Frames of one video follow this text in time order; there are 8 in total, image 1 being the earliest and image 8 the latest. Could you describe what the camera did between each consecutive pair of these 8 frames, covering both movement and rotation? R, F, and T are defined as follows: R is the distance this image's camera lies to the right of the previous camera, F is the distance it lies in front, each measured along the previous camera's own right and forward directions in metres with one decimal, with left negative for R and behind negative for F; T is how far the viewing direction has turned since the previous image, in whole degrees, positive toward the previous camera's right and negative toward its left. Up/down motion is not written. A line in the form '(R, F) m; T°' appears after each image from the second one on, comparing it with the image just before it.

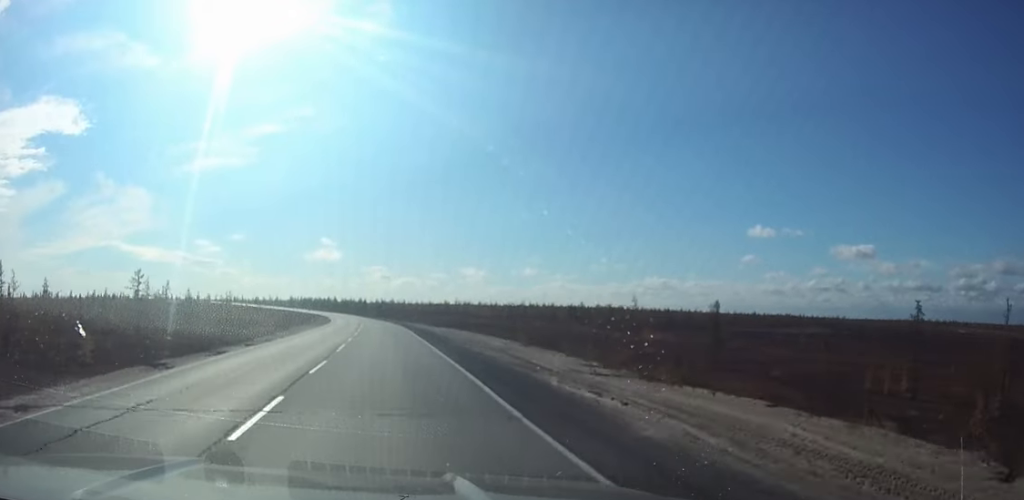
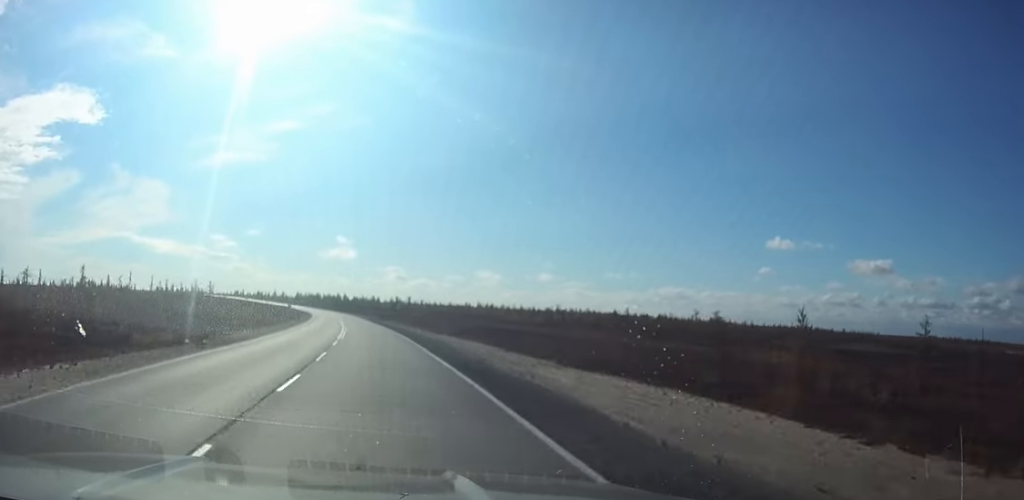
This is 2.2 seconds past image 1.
(-0.7, +50.7) m; -2°
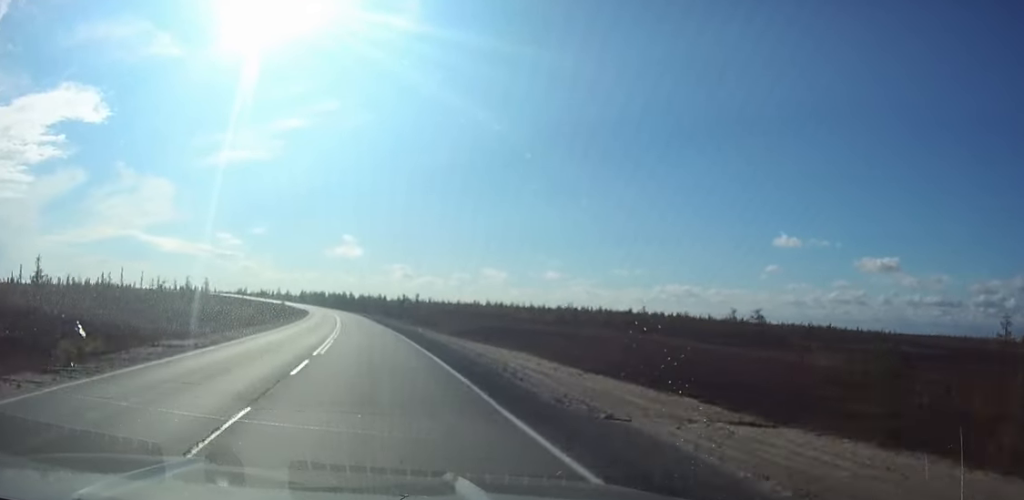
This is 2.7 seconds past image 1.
(-0.1, +12.8) m; -1°
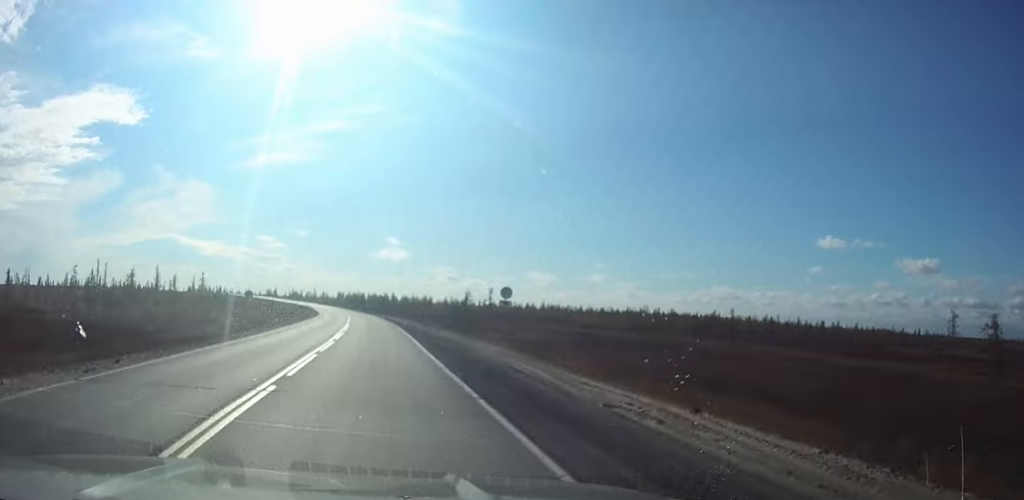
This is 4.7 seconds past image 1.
(-1.2, +47.6) m; -3°
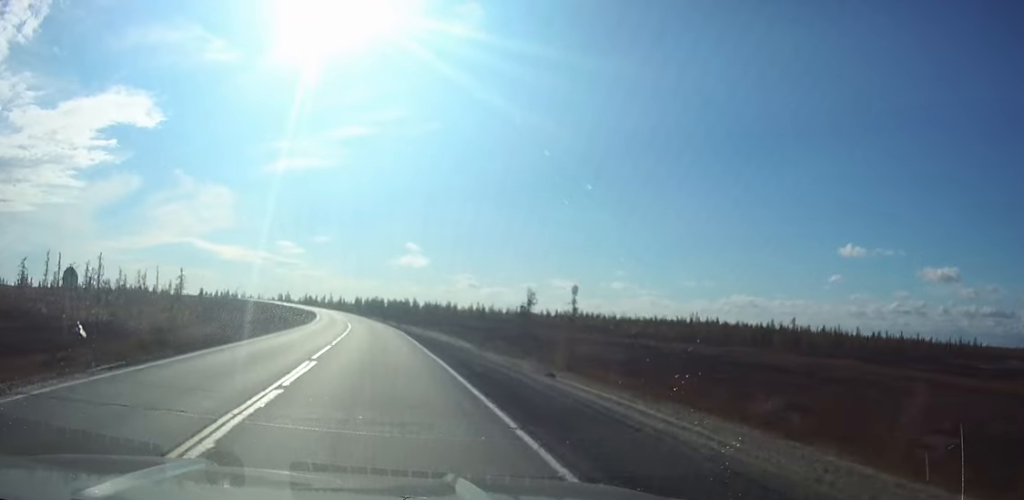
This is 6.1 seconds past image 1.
(-0.5, +31.0) m; -2°
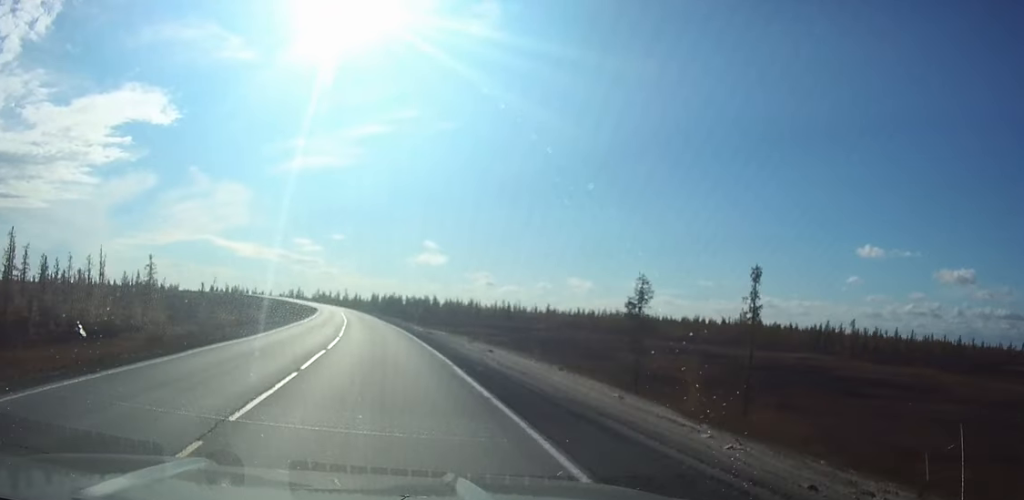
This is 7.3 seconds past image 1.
(-0.5, +26.7) m; -2°
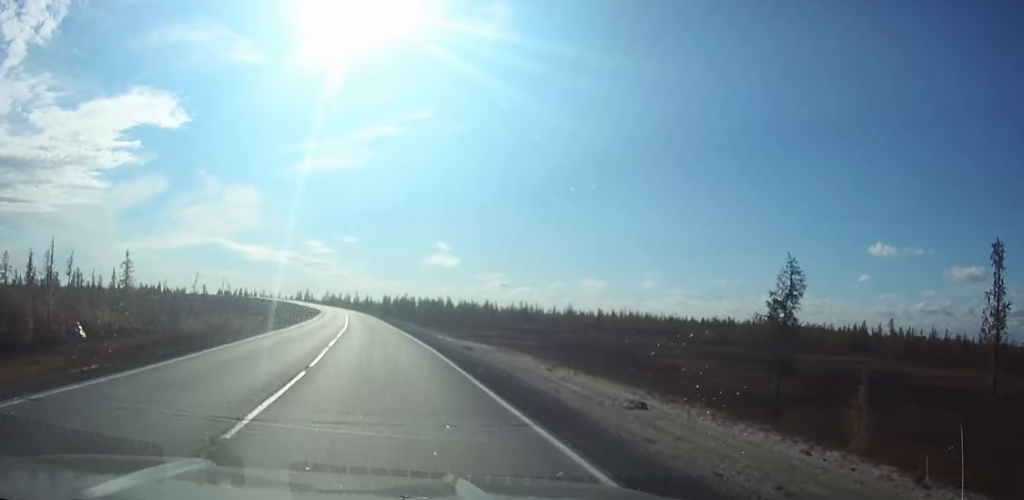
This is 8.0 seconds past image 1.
(-0.2, +15.8) m; -1°
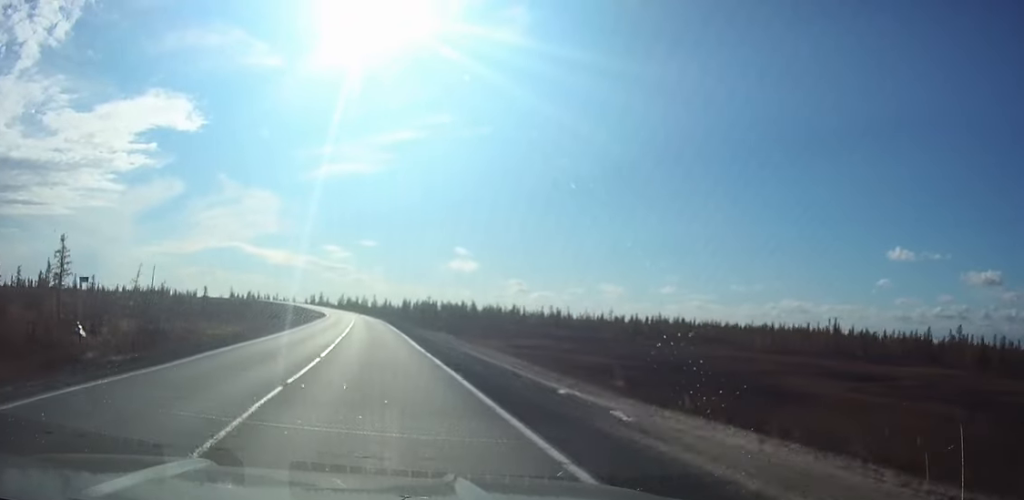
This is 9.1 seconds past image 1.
(-0.3, +25.7) m; -1°
